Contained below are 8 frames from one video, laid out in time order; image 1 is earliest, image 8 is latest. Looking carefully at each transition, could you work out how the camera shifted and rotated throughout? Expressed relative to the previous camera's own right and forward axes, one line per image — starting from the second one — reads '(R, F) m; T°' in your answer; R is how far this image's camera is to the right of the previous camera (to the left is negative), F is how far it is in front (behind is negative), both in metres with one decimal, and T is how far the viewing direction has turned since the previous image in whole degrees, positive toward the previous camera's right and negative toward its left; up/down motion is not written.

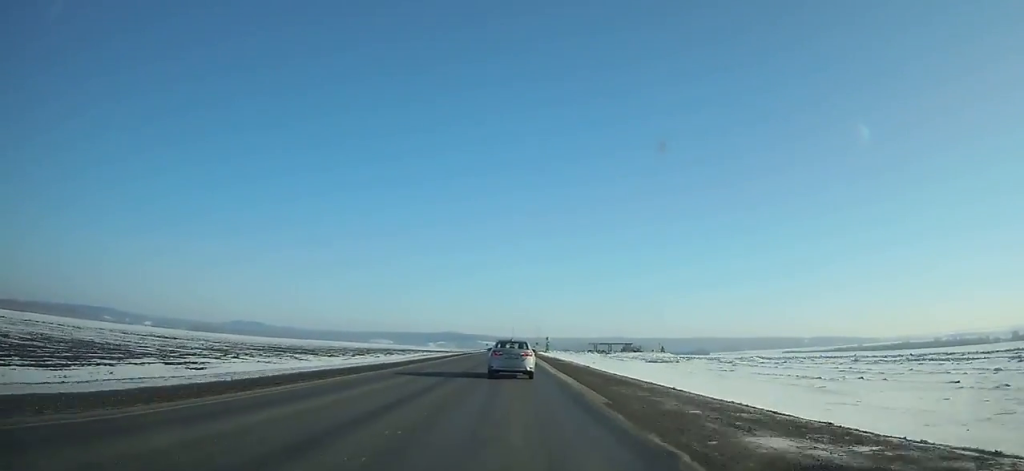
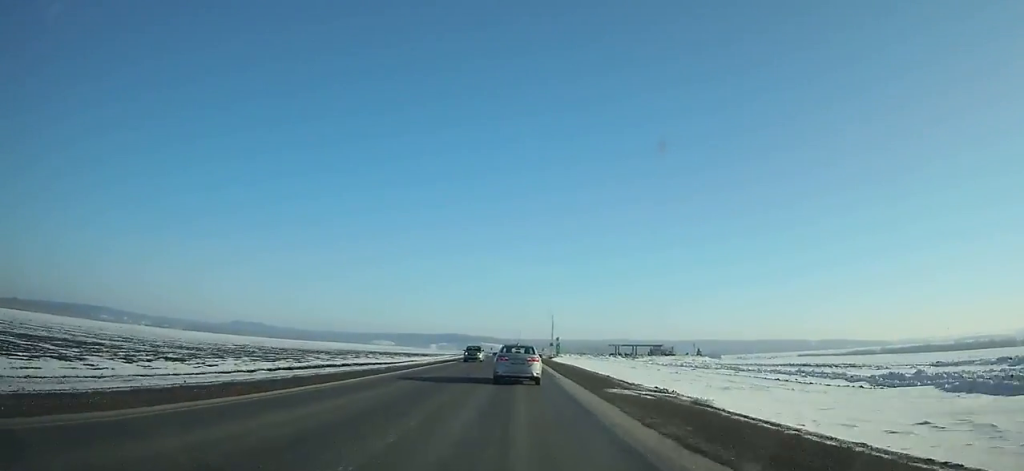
(-0.1, +68.5) m; 0°
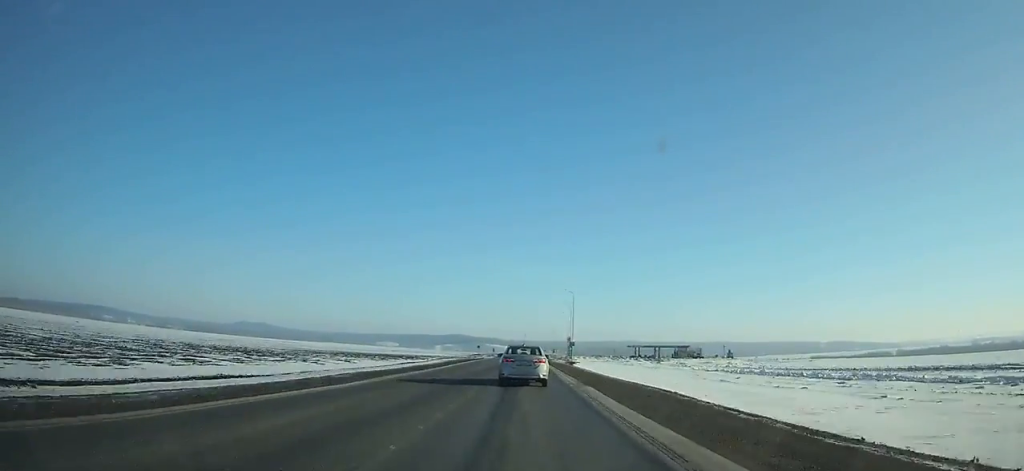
(0.0, +37.1) m; 0°
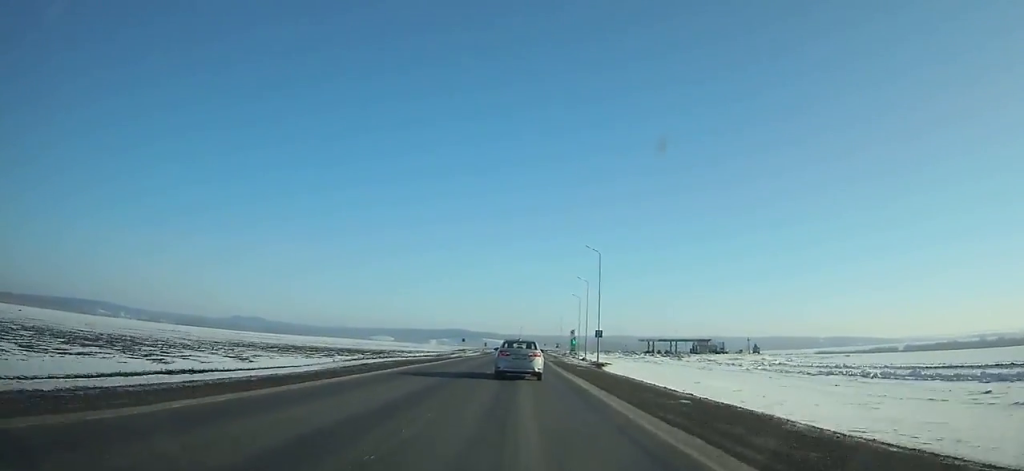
(0.0, +34.5) m; 0°
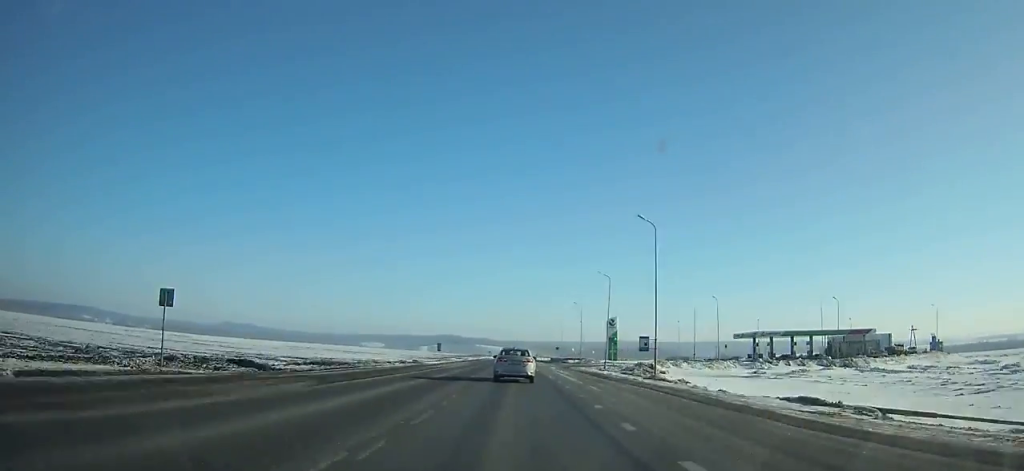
(+0.4, +113.1) m; 0°
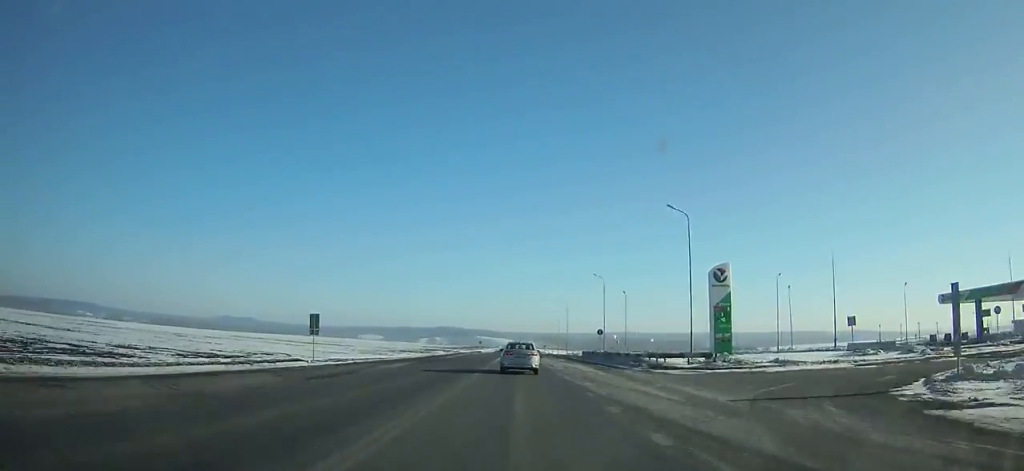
(-0.1, +66.2) m; 0°
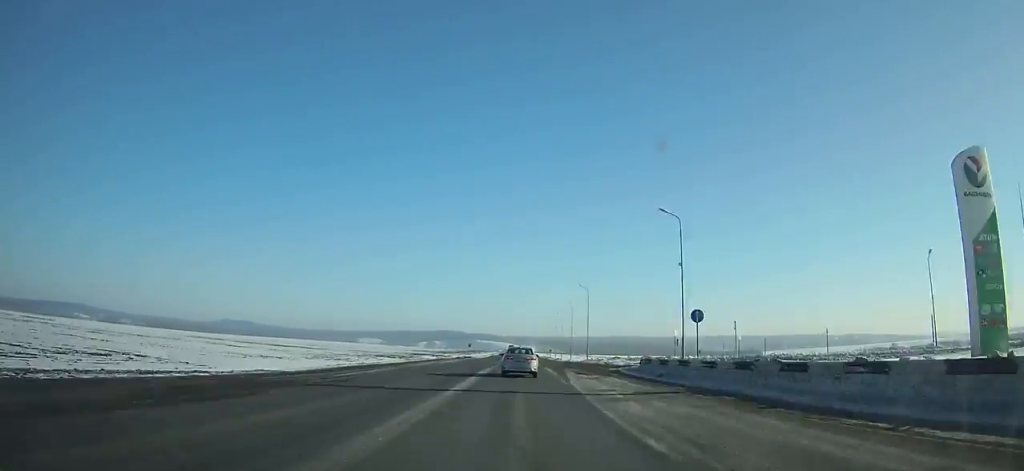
(0.0, +36.7) m; 0°
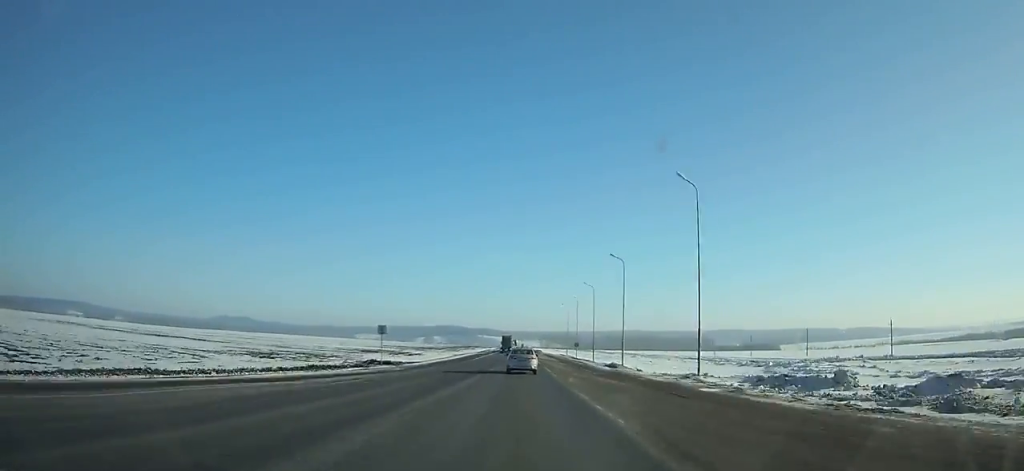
(-0.1, +83.6) m; 0°
